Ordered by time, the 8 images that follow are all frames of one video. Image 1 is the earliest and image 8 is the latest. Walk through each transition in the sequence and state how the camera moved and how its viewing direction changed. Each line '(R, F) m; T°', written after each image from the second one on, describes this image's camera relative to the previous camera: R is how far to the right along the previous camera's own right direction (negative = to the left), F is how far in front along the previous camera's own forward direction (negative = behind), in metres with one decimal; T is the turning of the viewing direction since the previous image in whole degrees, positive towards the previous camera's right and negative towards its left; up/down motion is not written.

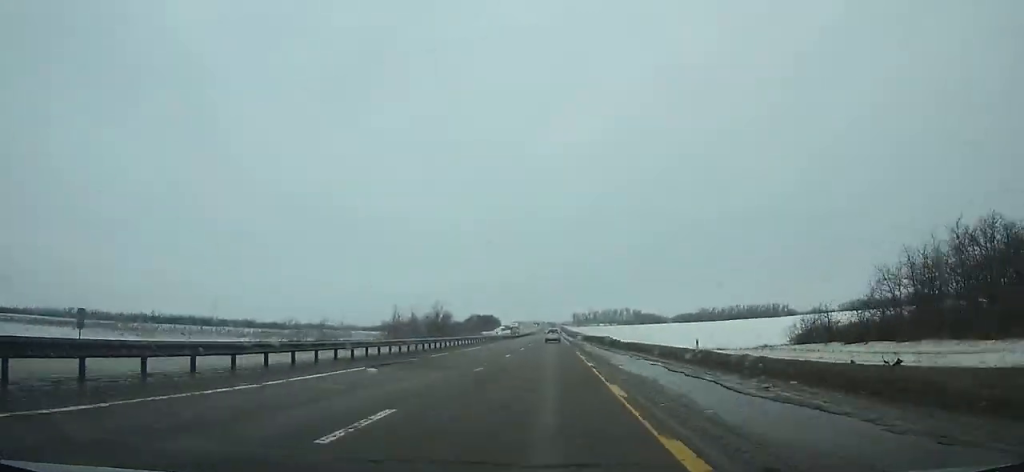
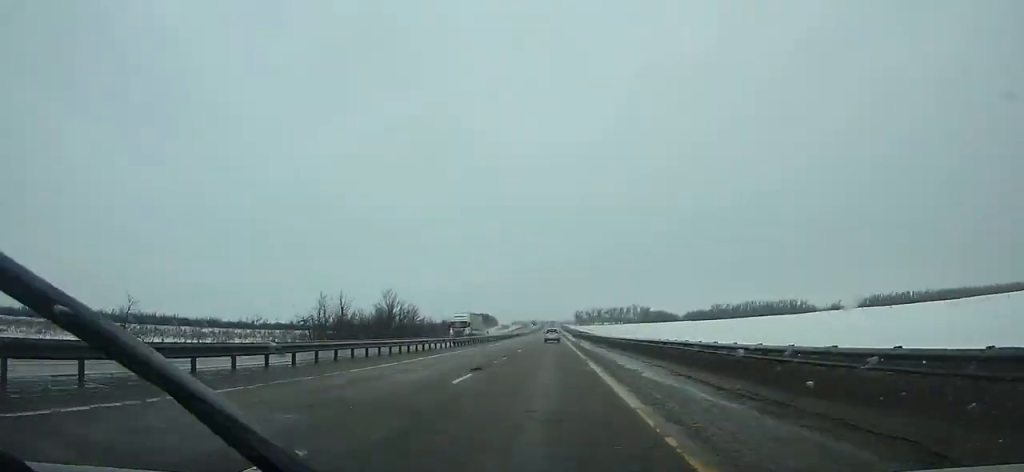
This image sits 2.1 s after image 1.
(0.0, +52.6) m; 0°
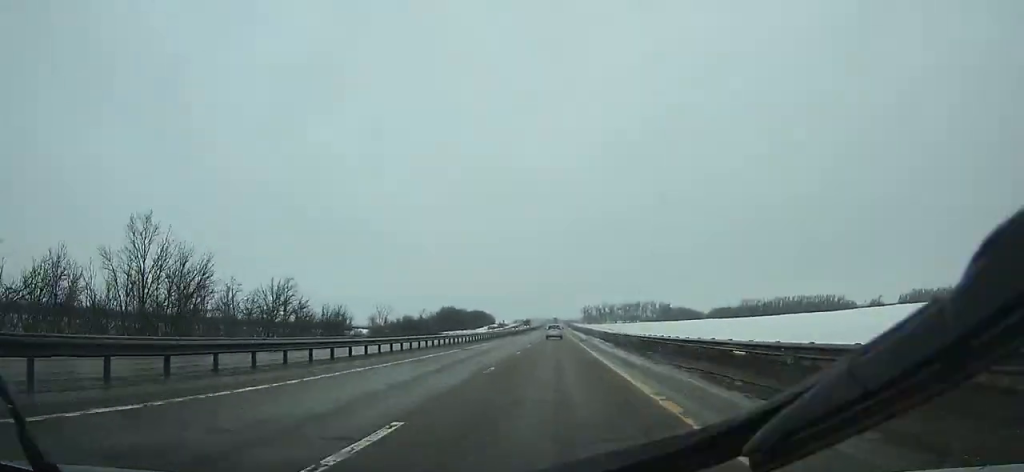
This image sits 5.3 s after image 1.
(-0.2, +80.6) m; 0°
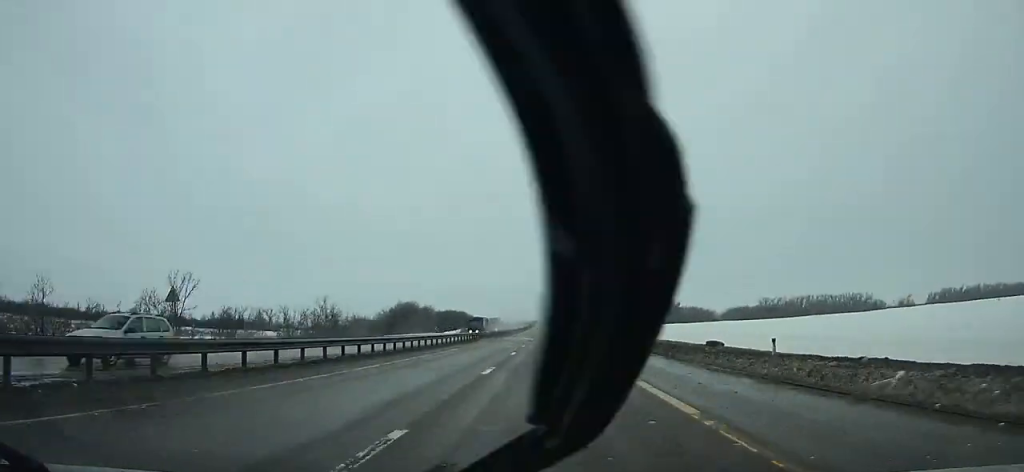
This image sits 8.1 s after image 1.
(0.0, +70.2) m; 0°
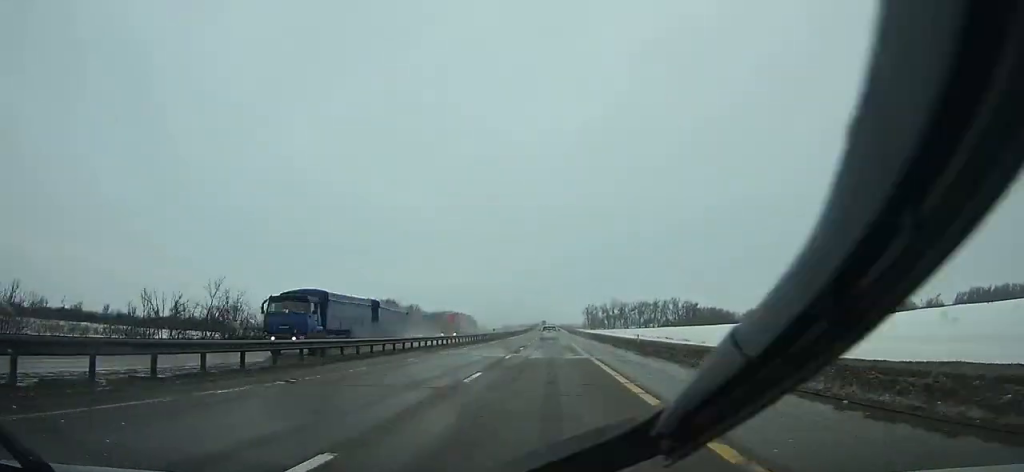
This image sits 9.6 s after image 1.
(+0.2, +37.2) m; 0°
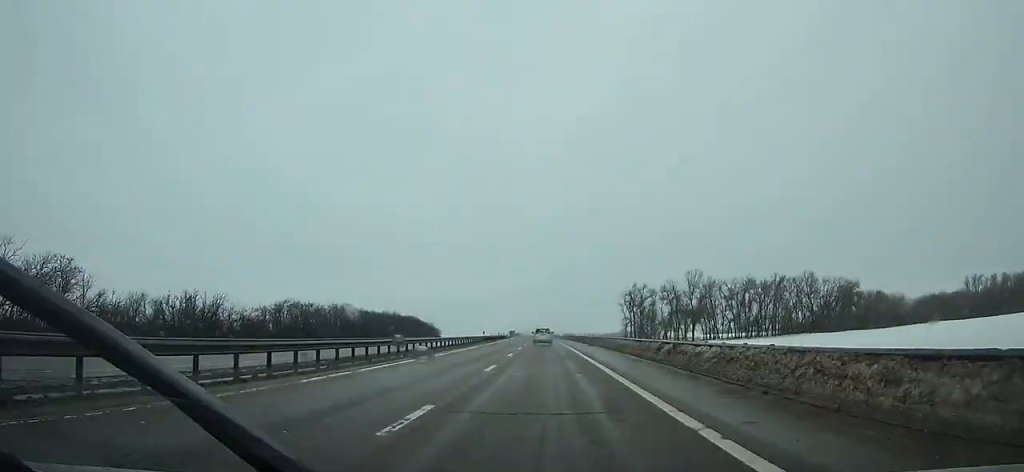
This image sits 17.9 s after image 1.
(-0.3, +200.4) m; -1°
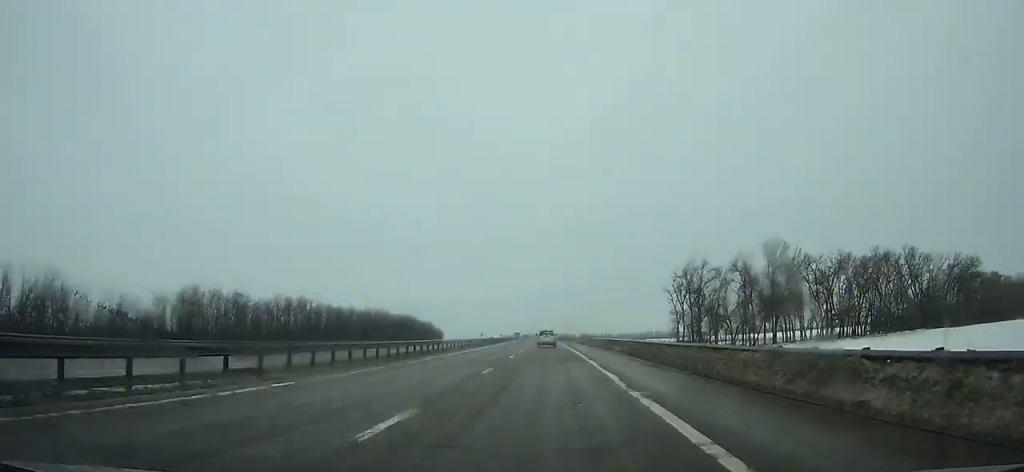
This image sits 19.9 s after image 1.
(0.0, +47.8) m; -1°
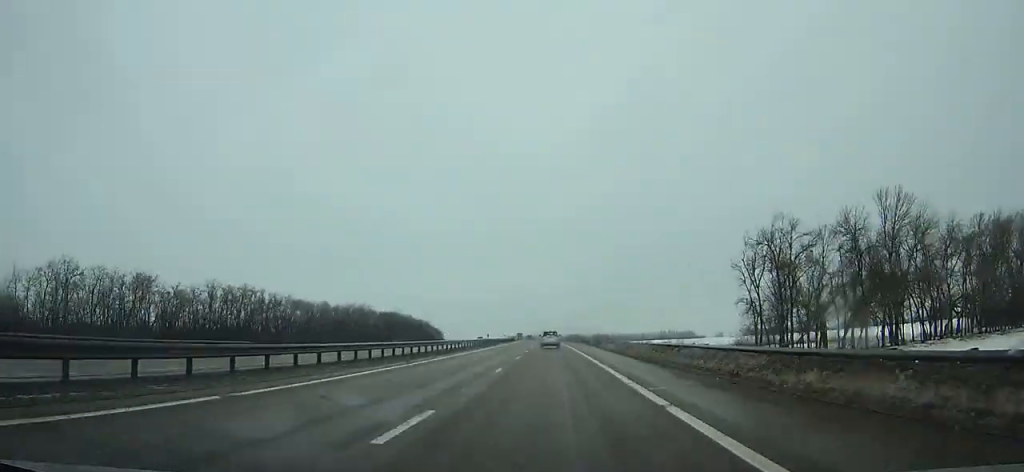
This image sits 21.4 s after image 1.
(-0.6, +35.9) m; -1°
